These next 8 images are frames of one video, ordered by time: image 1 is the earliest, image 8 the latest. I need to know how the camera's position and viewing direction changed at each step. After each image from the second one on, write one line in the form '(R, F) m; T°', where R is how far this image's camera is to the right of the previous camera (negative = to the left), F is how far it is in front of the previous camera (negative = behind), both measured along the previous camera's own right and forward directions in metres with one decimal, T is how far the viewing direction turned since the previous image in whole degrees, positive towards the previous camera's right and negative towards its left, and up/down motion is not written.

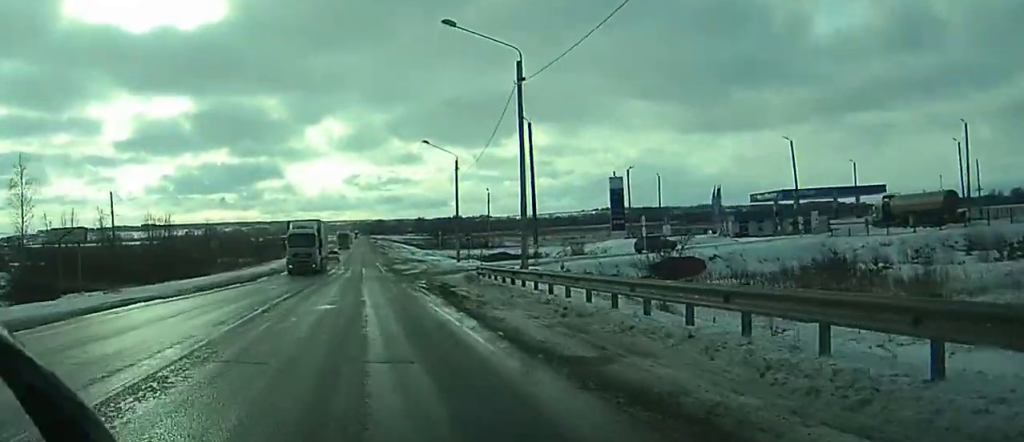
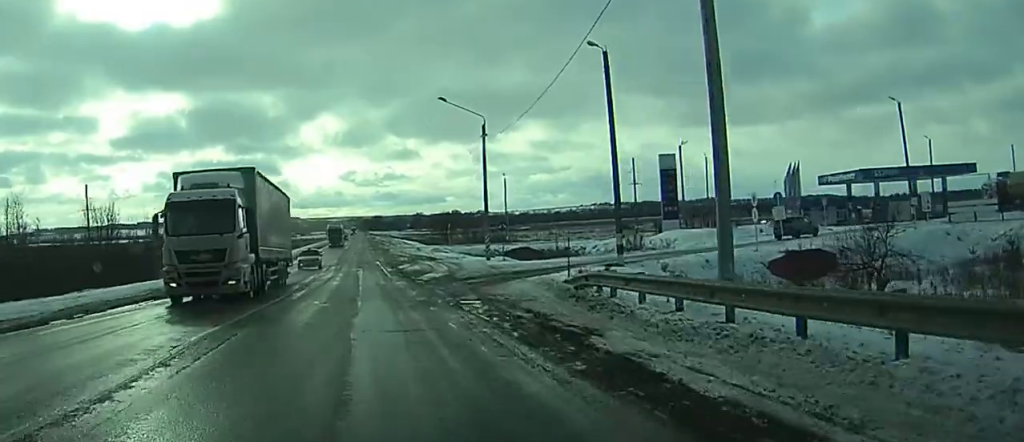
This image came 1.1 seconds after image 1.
(0.0, +19.3) m; 0°
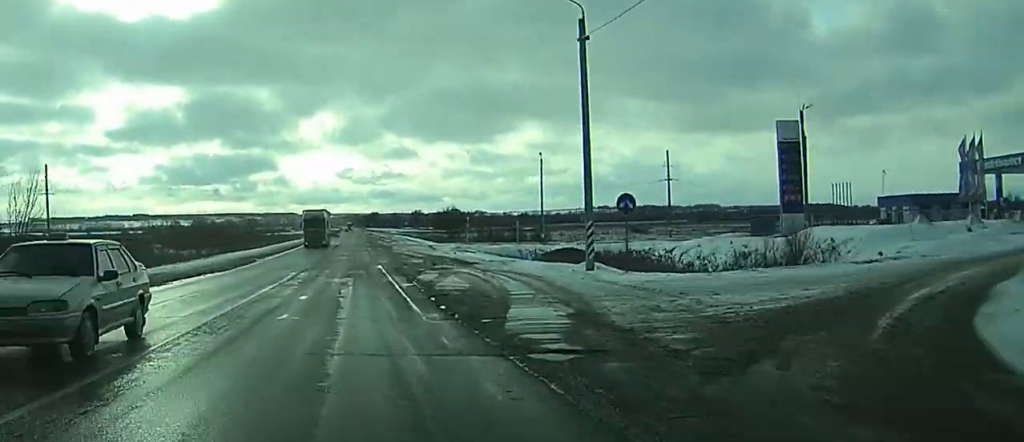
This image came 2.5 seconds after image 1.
(0.0, +26.0) m; 0°
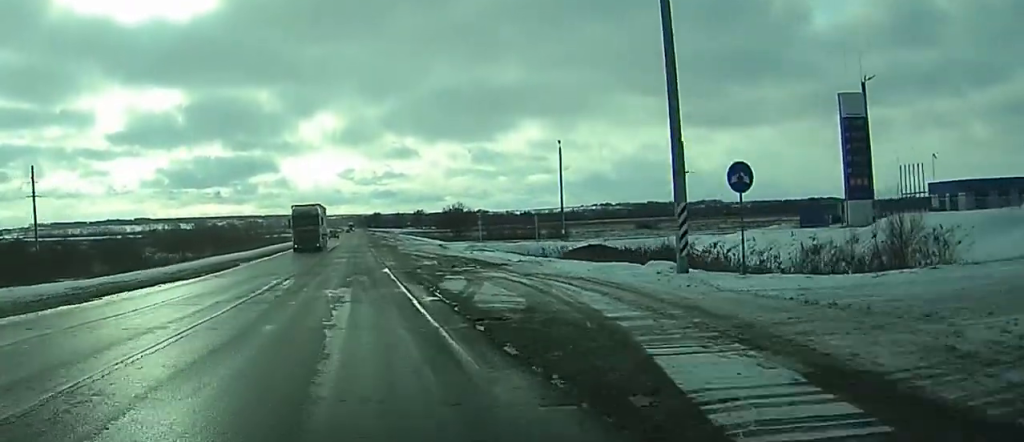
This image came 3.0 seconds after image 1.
(0.0, +8.6) m; 0°
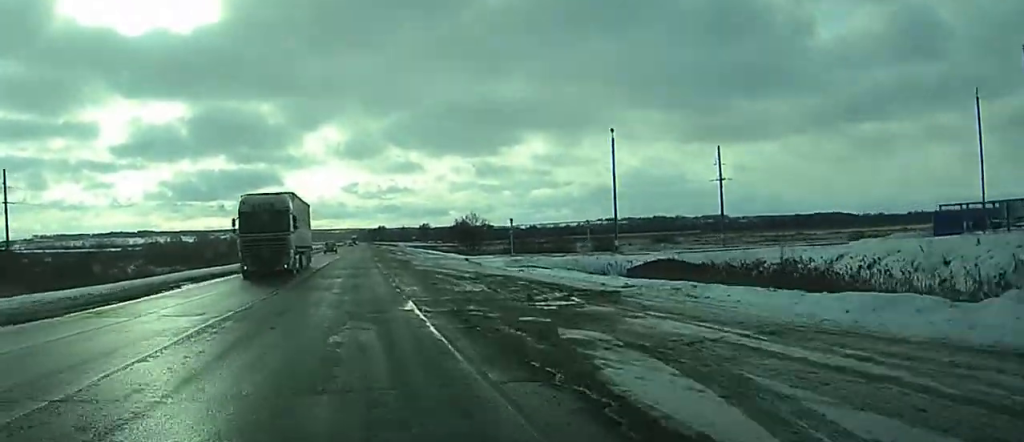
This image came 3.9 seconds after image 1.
(0.0, +16.9) m; 0°
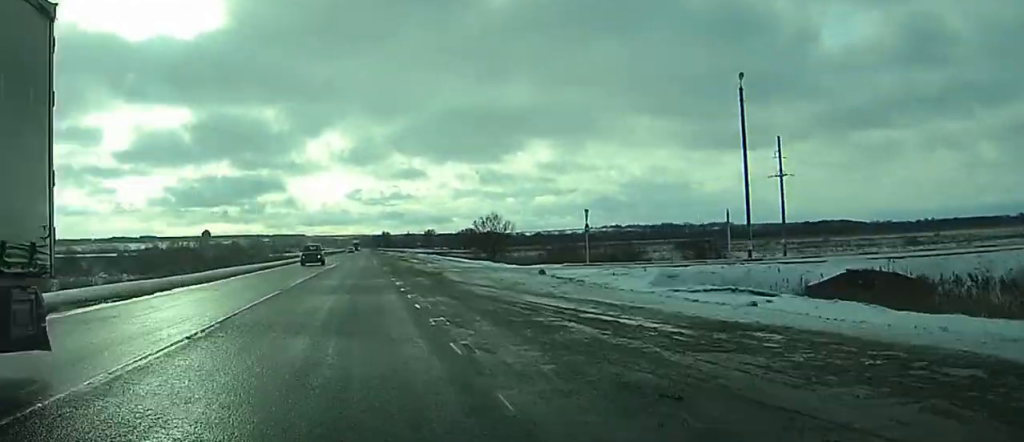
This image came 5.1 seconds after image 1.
(0.0, +23.8) m; 0°
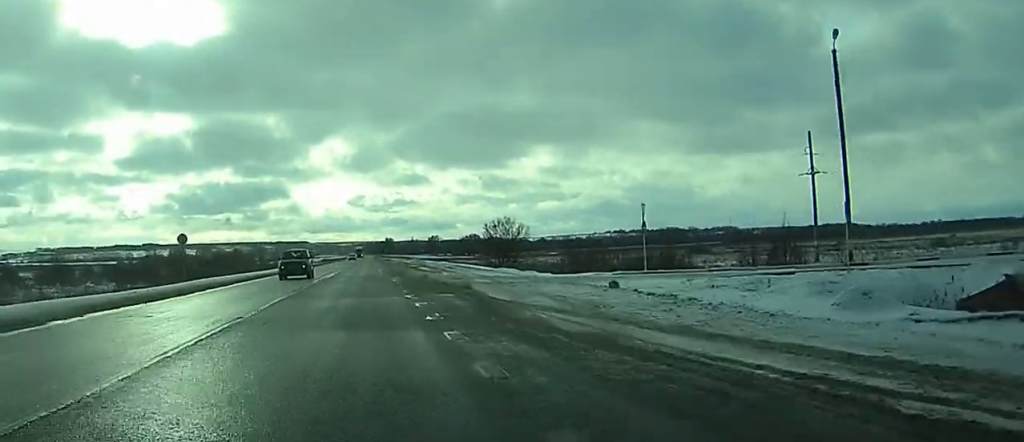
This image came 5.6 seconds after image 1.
(0.0, +9.8) m; 0°
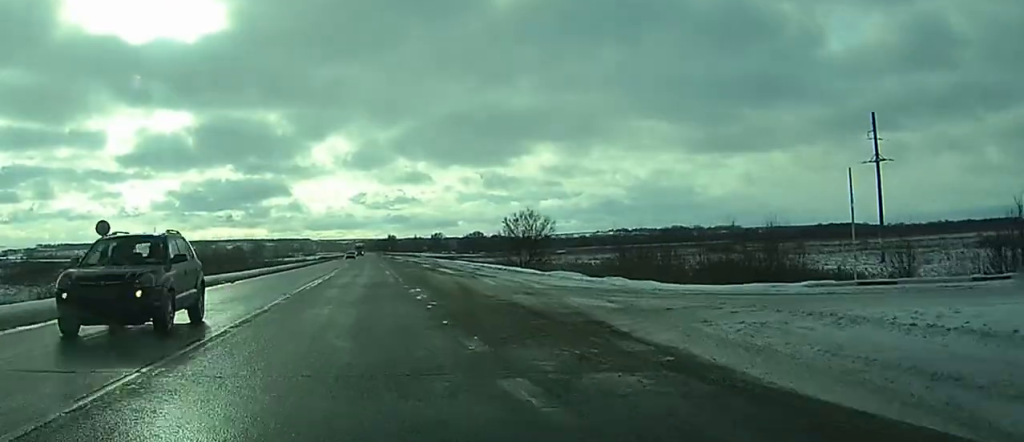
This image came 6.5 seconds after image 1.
(0.0, +18.0) m; 0°
